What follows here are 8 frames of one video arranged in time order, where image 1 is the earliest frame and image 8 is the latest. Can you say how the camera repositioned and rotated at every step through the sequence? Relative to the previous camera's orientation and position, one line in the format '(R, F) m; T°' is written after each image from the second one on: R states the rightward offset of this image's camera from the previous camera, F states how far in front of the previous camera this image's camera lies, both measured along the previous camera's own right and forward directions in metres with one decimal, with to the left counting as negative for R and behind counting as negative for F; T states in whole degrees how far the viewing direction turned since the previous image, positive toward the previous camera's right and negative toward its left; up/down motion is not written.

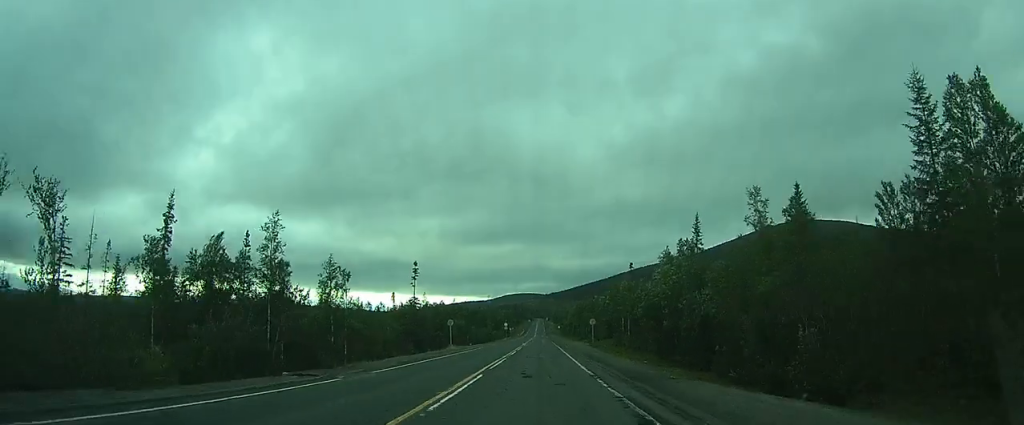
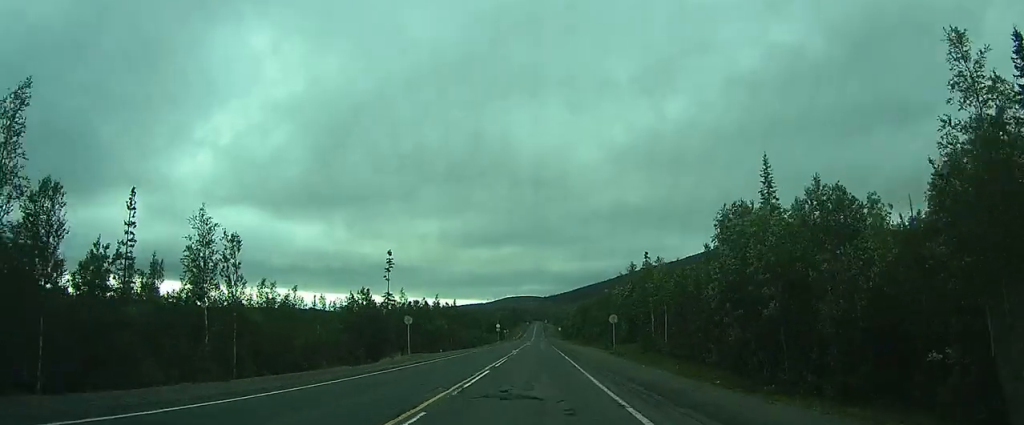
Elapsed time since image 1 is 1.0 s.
(+0.1, +19.8) m; 0°
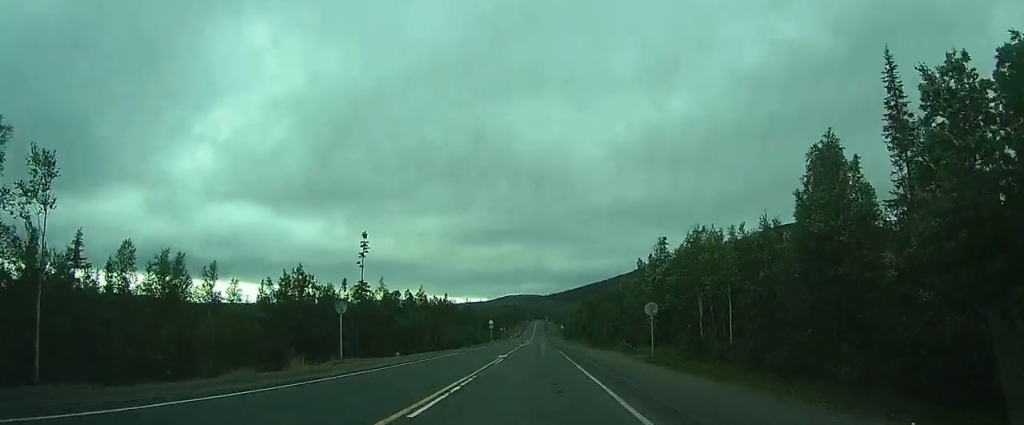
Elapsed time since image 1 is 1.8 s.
(0.0, +15.4) m; 0°
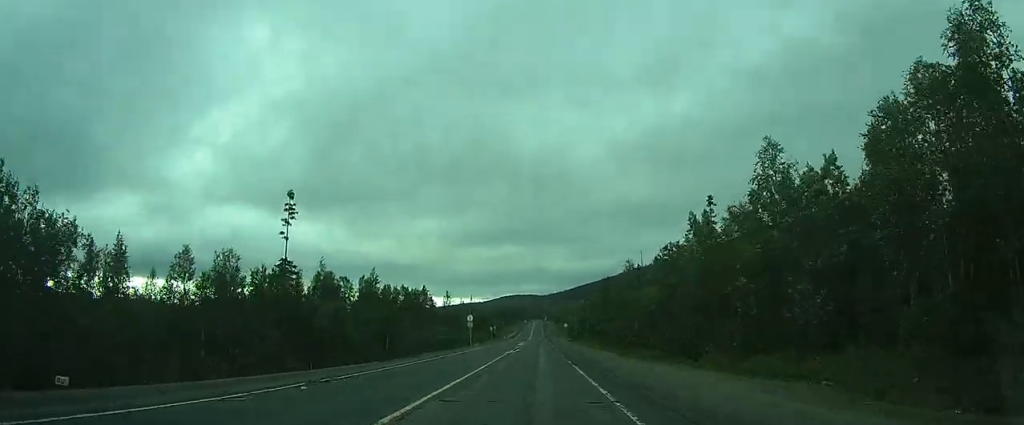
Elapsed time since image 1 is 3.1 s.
(-0.1, +26.5) m; 0°
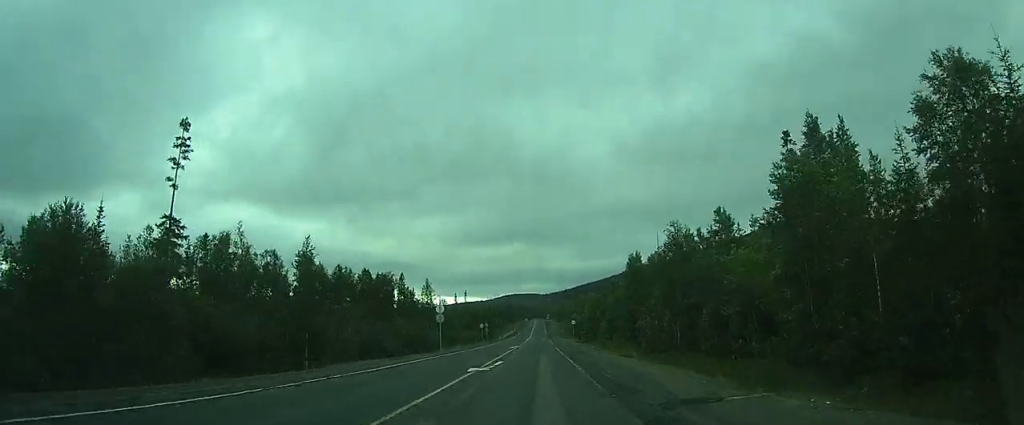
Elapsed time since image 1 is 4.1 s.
(-0.1, +21.1) m; 0°
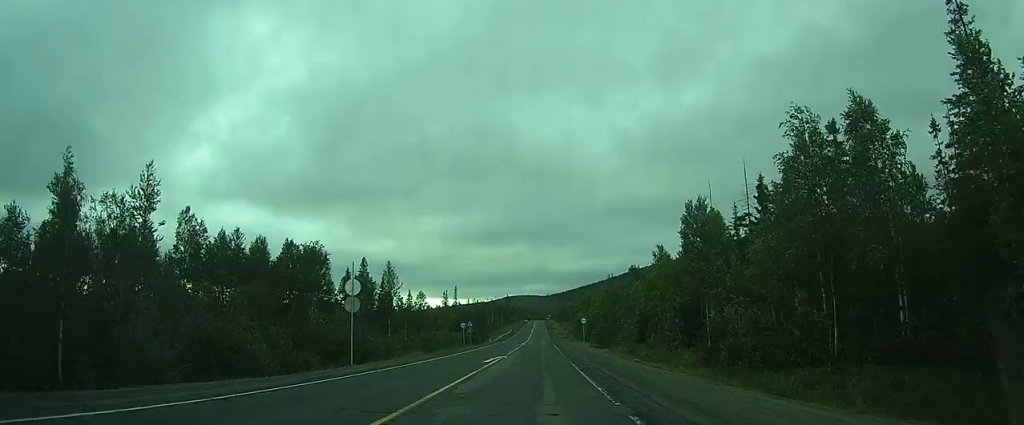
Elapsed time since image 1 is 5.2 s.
(0.0, +21.7) m; -1°
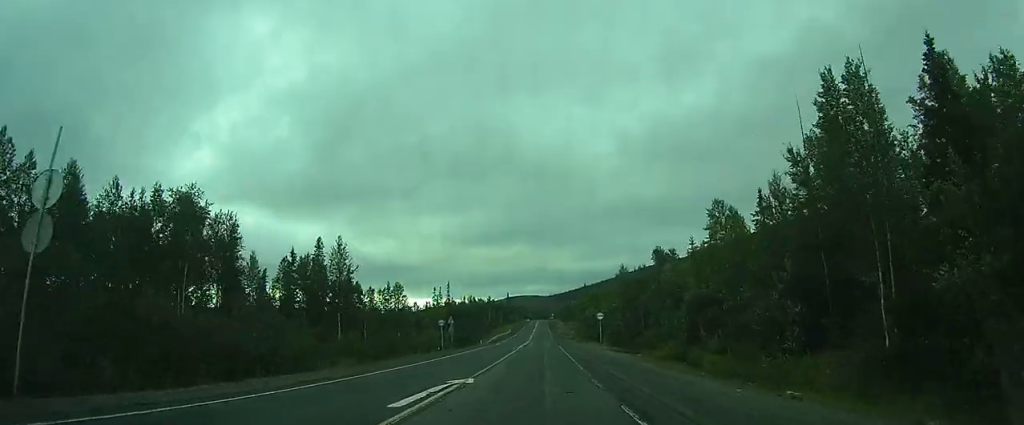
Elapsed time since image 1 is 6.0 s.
(-0.2, +16.8) m; -1°
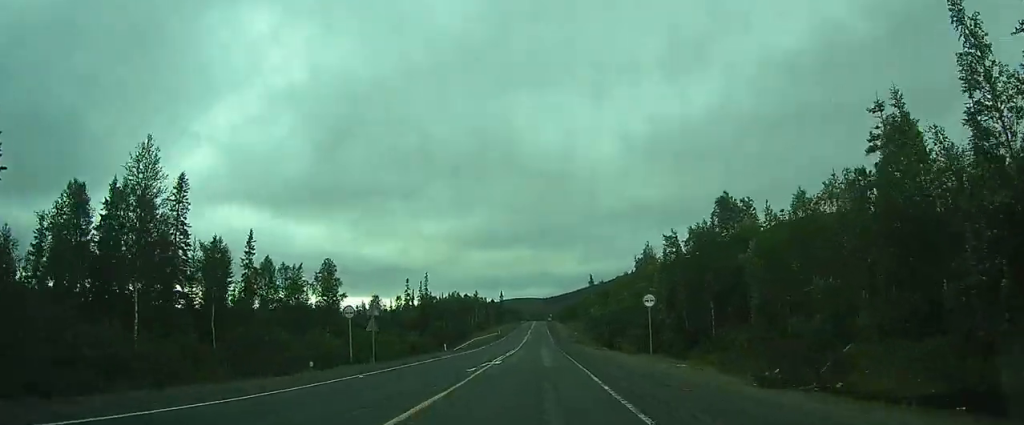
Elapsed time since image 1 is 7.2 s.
(-0.1, +24.6) m; +1°
